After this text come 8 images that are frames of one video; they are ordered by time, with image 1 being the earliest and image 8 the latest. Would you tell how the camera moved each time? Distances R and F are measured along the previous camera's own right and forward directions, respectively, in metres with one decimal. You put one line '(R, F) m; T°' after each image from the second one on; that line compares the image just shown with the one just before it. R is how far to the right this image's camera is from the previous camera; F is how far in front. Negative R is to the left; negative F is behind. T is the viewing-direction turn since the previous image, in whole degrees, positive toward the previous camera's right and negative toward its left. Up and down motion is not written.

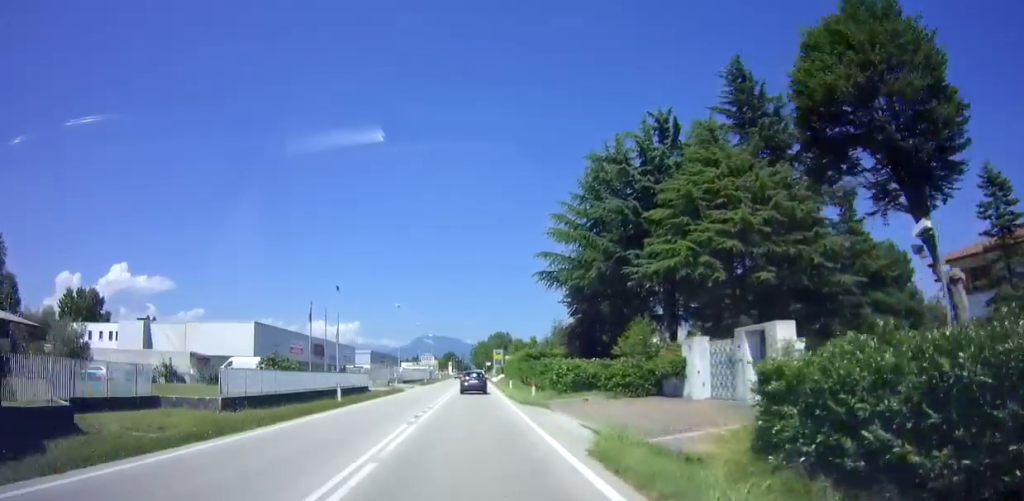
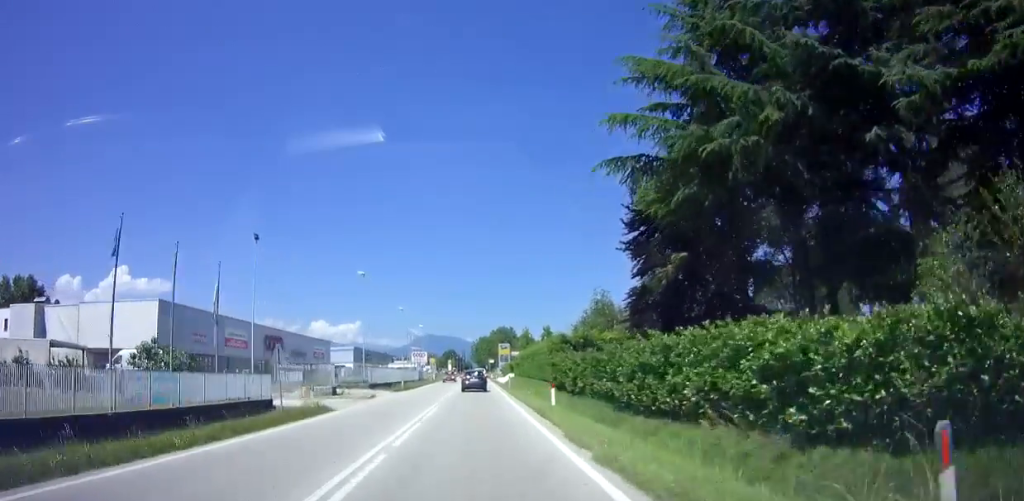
(+0.1, +21.8) m; 0°
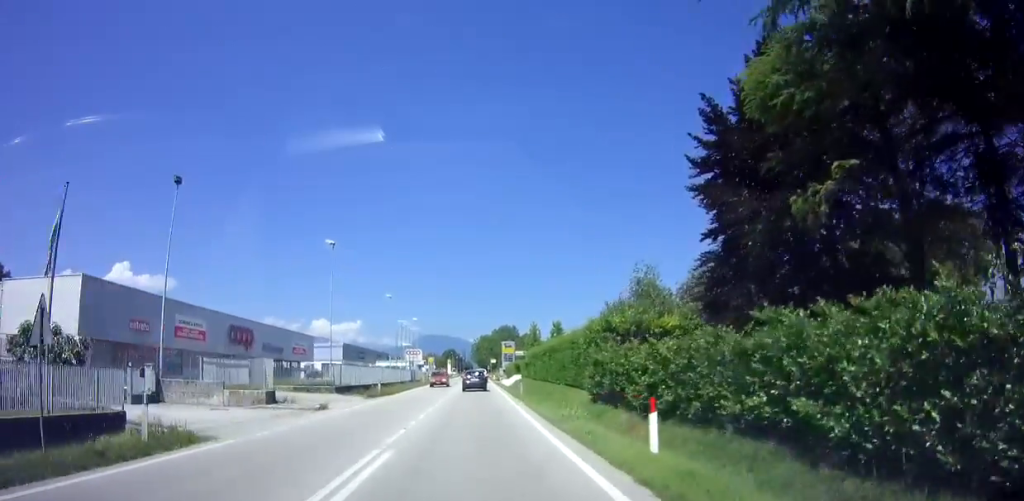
(0.0, +10.8) m; 0°
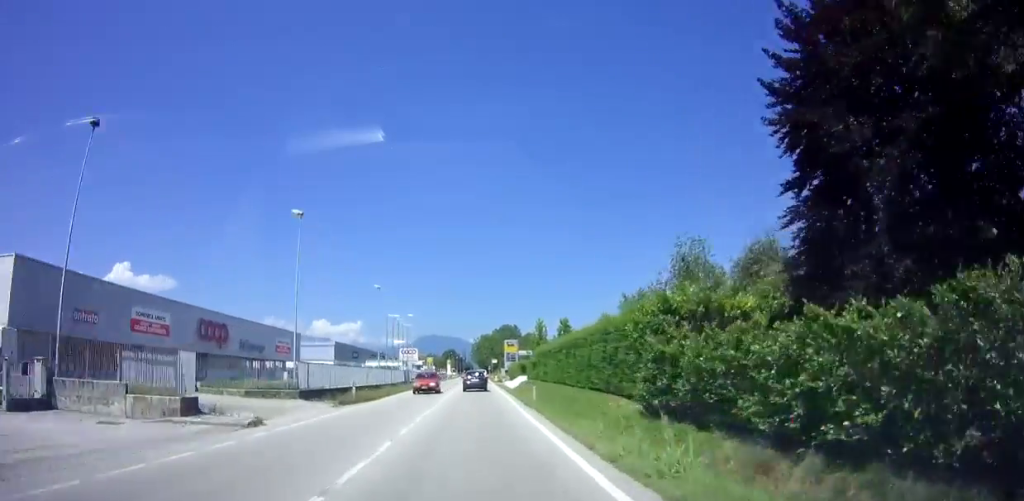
(0.0, +7.0) m; 0°
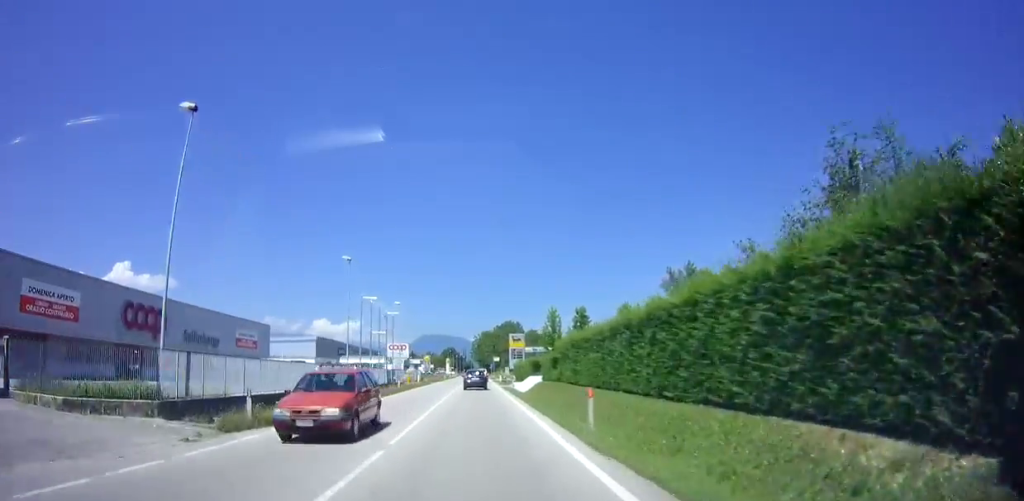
(-0.1, +12.6) m; 0°
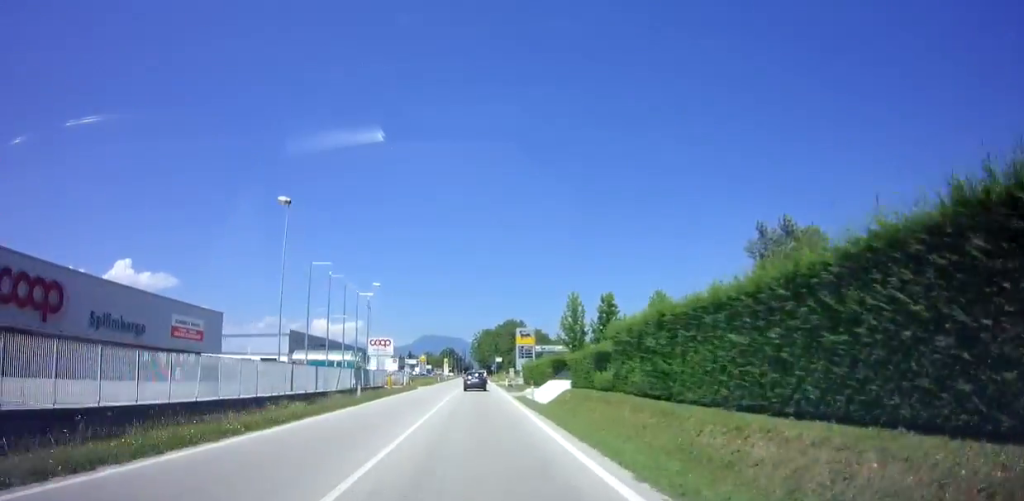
(+0.2, +14.3) m; 0°
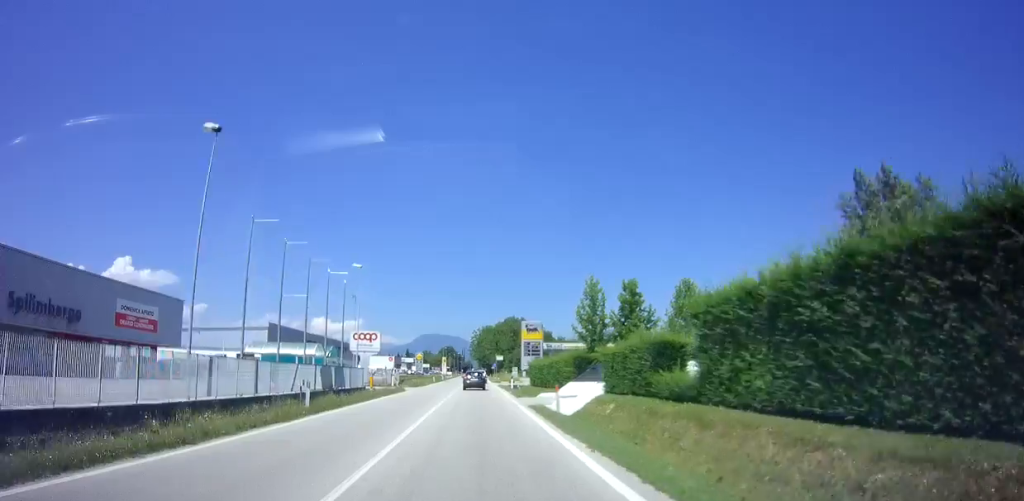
(0.0, +8.3) m; 0°
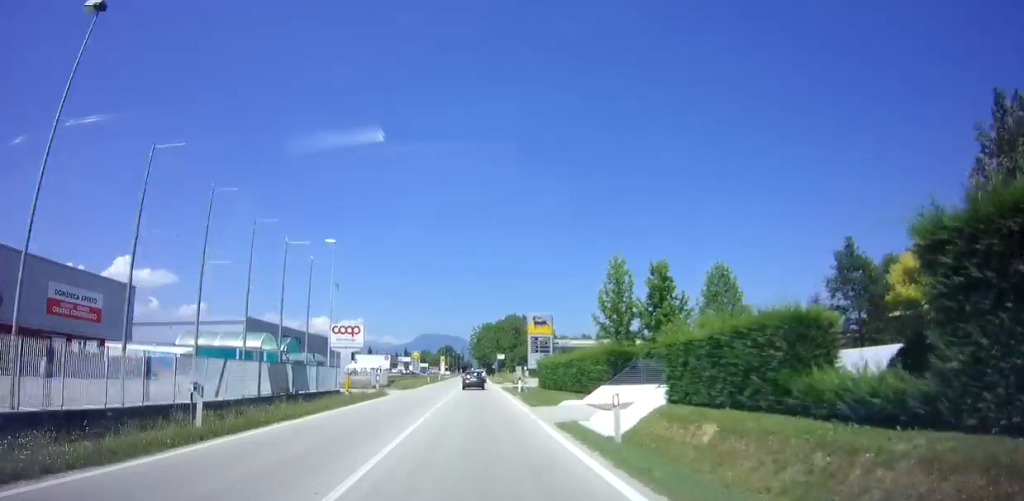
(-0.1, +7.8) m; 0°
